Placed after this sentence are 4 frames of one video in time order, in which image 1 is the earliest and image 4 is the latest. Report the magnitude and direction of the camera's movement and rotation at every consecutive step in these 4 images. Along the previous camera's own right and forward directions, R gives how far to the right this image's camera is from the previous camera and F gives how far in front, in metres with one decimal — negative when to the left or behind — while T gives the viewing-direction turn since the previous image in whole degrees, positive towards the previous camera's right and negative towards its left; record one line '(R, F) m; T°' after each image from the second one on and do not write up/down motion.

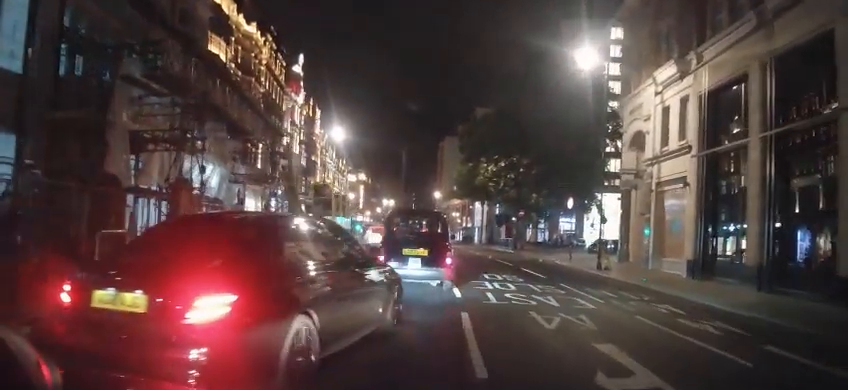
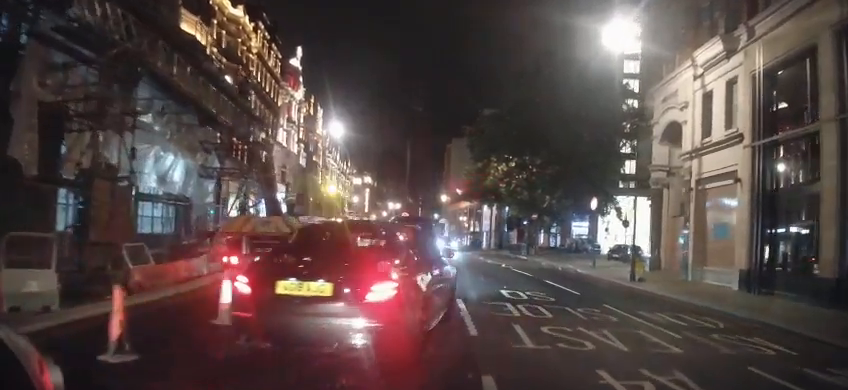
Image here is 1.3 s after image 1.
(0.0, +4.3) m; 0°
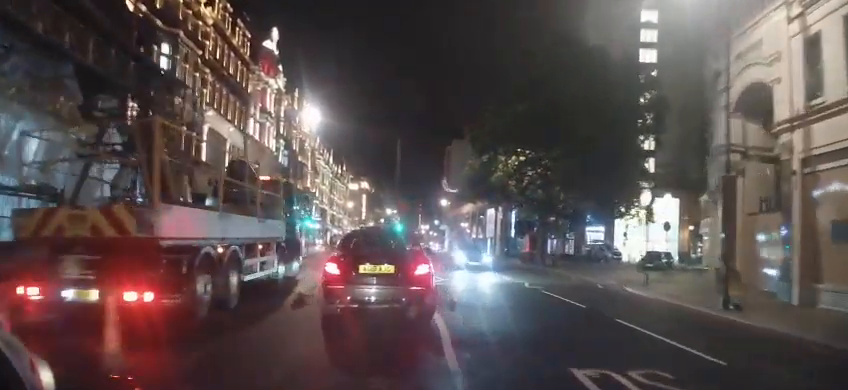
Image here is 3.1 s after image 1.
(0.0, +7.4) m; 0°
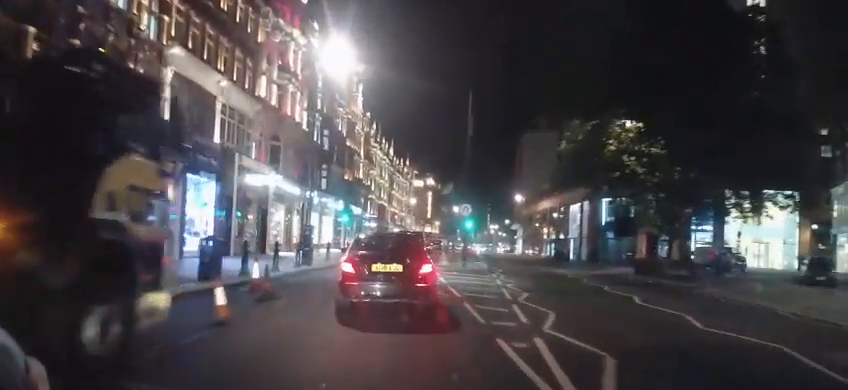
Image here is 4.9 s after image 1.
(-0.1, +10.4) m; -6°
